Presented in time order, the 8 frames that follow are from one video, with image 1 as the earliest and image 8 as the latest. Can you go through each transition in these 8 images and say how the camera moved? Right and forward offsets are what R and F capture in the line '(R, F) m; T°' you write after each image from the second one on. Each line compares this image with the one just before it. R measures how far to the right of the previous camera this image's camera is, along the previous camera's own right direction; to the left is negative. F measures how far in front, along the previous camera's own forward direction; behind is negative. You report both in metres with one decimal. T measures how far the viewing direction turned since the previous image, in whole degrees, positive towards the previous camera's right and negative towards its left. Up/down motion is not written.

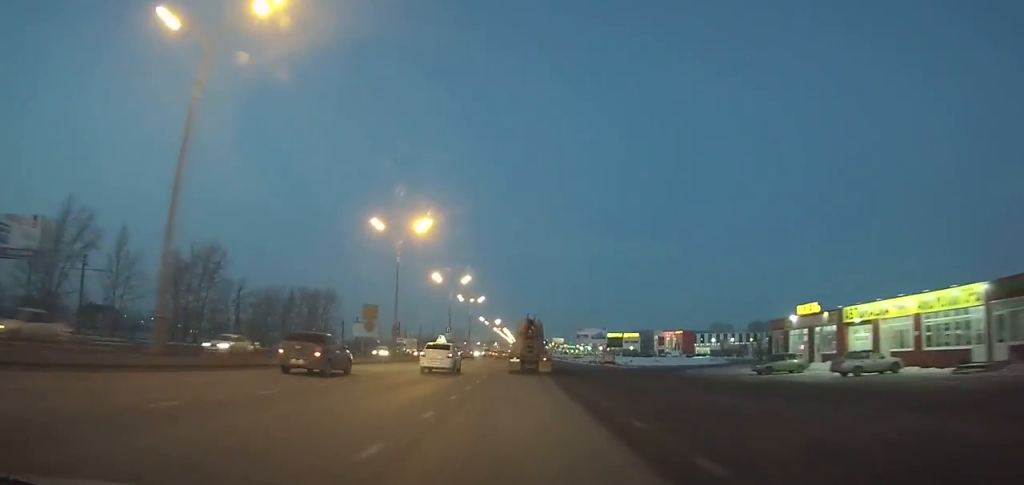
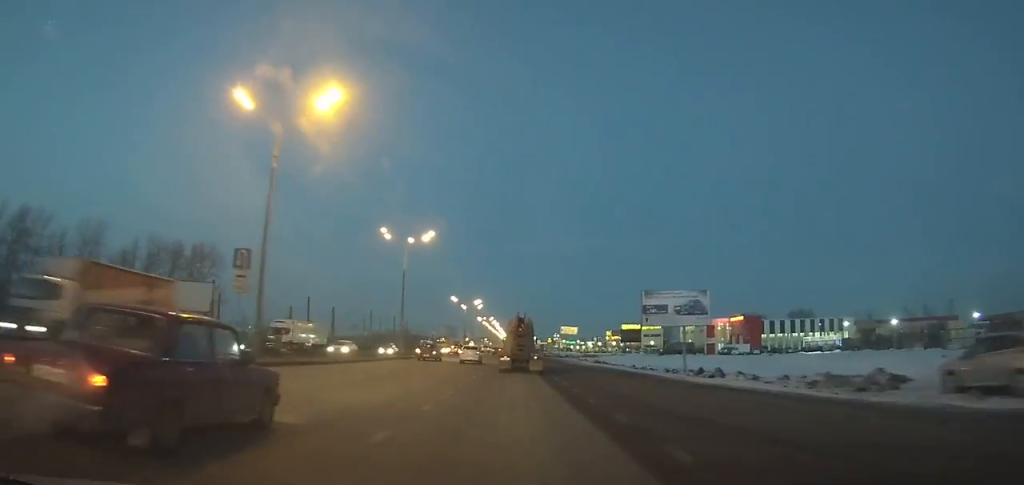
(+0.4, +69.1) m; 0°
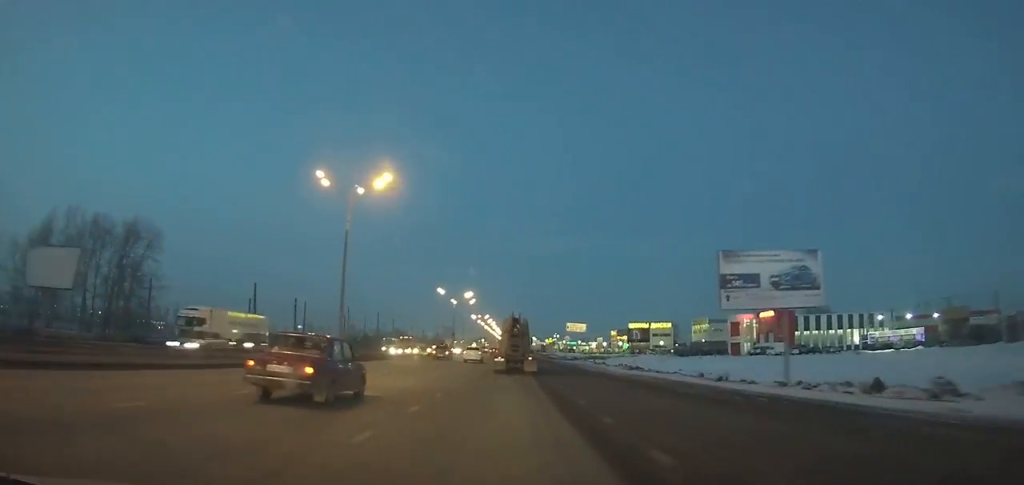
(0.0, +20.4) m; 0°
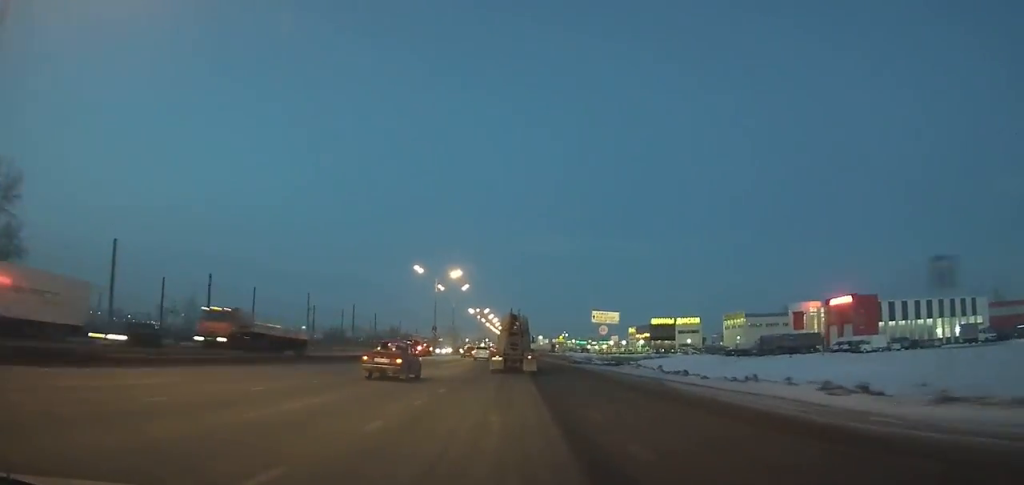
(-0.2, +31.3) m; 0°
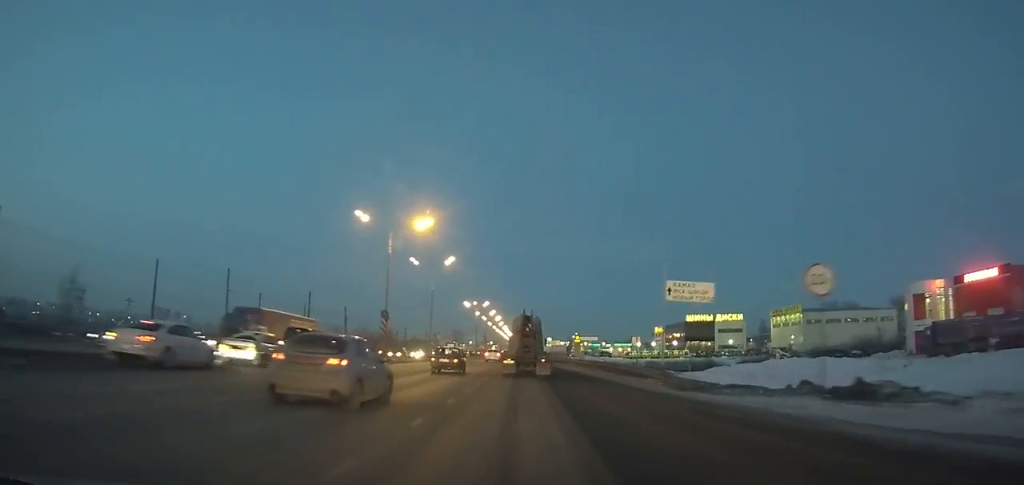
(0.0, +35.2) m; 0°
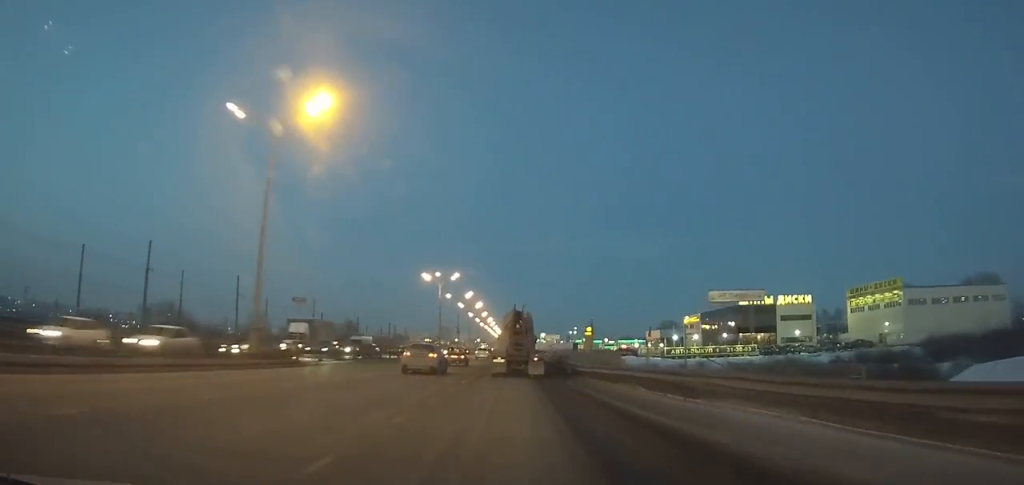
(+0.3, +48.2) m; 0°
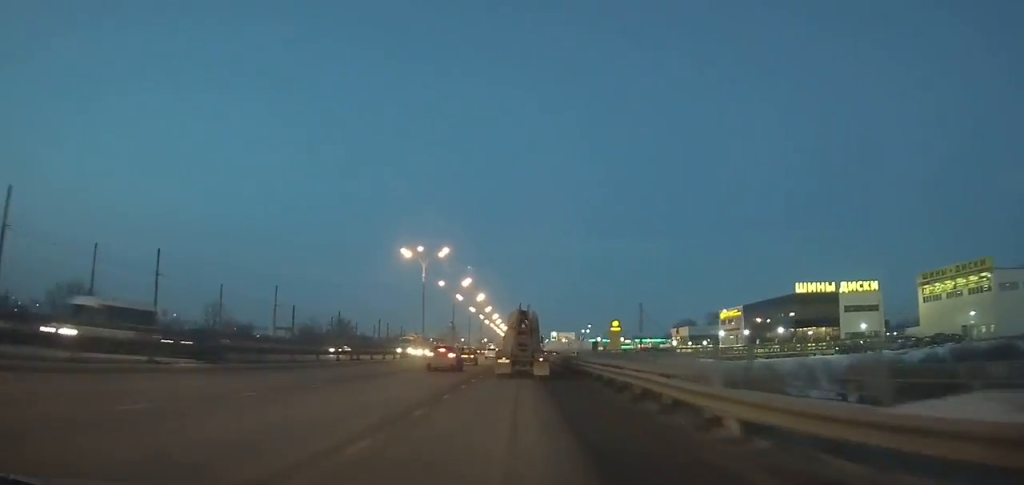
(0.0, +22.5) m; 0°
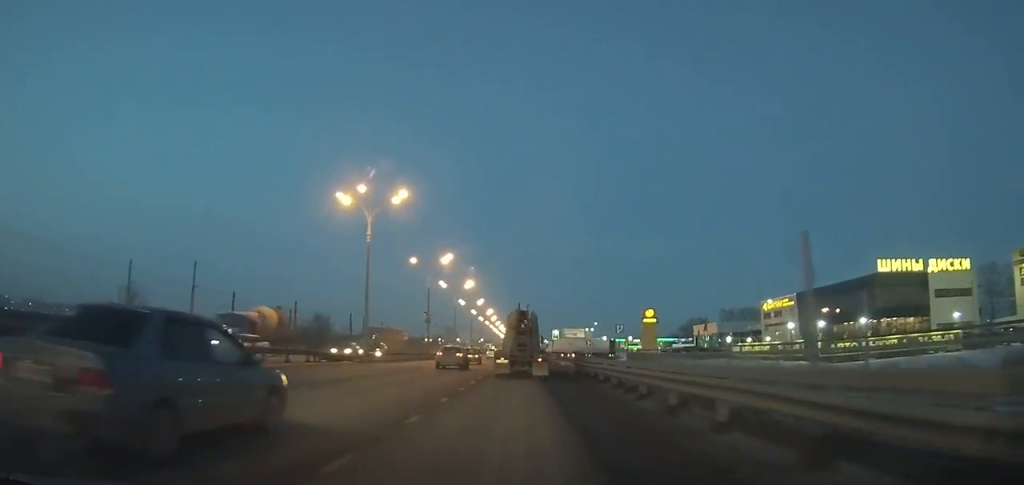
(-0.2, +26.1) m; 0°
